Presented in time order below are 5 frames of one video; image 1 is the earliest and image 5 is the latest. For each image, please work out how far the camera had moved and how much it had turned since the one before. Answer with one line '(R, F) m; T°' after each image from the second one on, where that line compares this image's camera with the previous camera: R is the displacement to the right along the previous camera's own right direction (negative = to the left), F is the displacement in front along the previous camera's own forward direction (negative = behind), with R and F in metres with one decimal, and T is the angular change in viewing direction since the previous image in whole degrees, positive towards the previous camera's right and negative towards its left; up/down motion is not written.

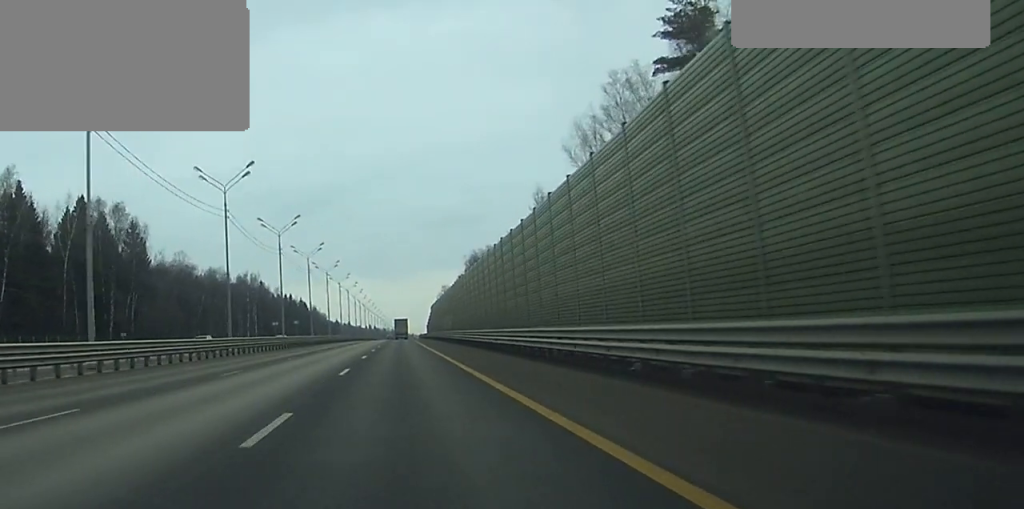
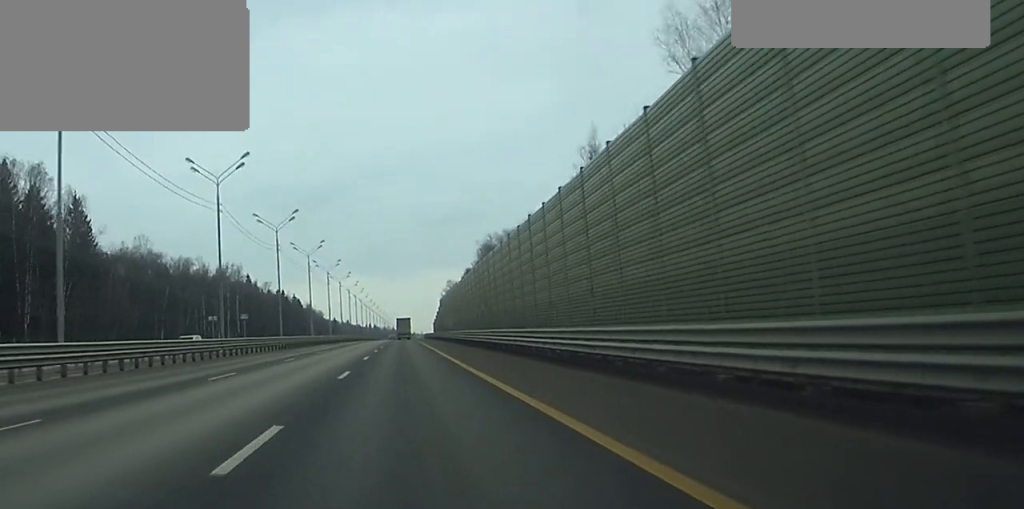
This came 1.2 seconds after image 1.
(-0.1, +33.7) m; 0°
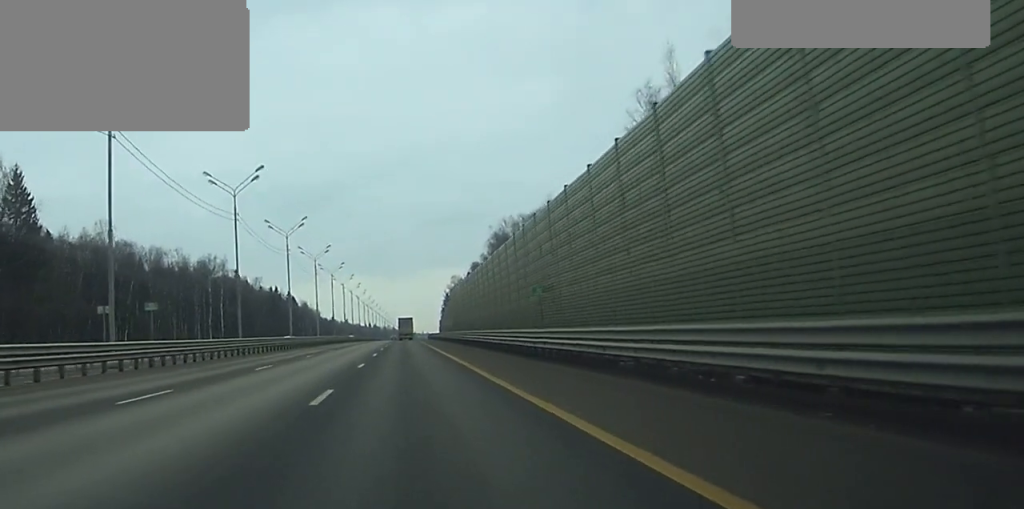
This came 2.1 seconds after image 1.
(0.0, +24.4) m; 0°
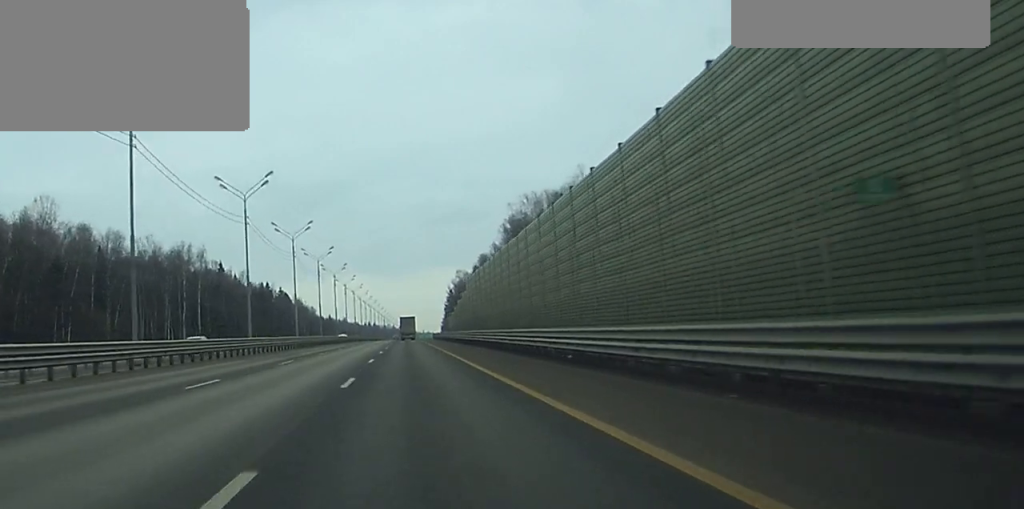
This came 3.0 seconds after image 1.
(0.0, +27.3) m; 0°
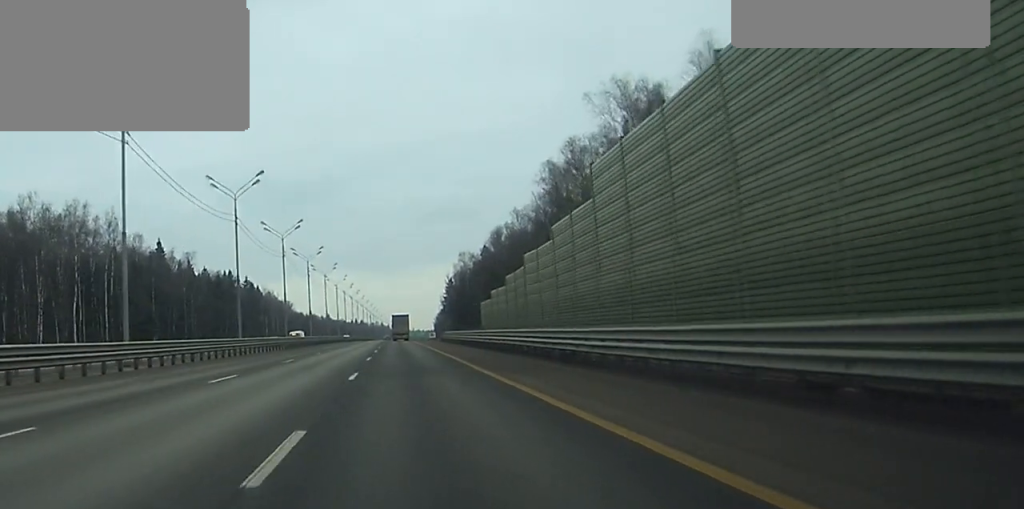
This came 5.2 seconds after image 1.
(+0.3, +60.9) m; 0°
